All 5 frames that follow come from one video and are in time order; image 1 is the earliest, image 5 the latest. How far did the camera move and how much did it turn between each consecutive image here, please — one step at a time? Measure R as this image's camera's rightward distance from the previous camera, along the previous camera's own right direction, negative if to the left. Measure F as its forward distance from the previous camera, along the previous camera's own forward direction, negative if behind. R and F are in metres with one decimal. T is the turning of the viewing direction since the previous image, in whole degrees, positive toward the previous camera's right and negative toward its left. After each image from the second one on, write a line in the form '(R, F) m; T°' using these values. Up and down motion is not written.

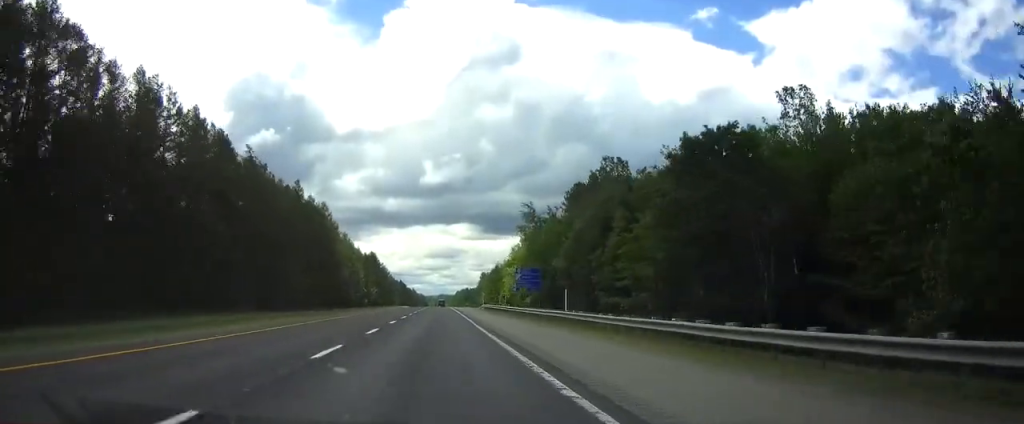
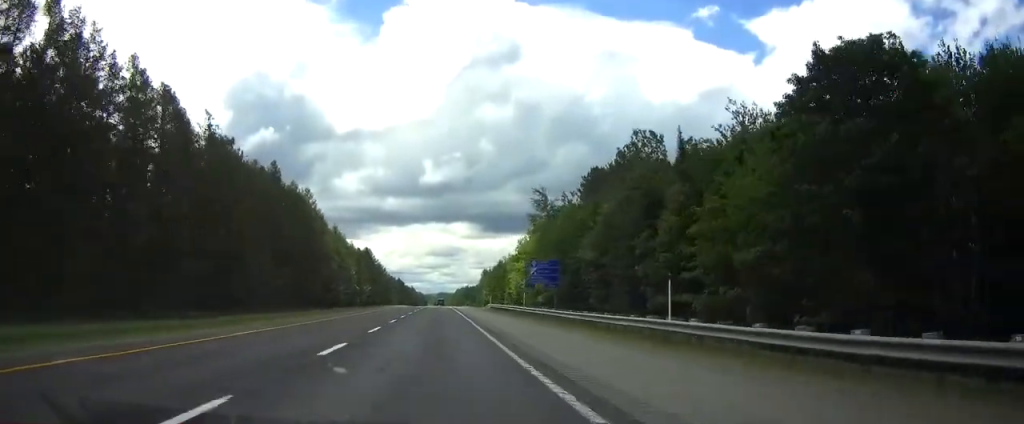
(0.0, +16.8) m; 0°
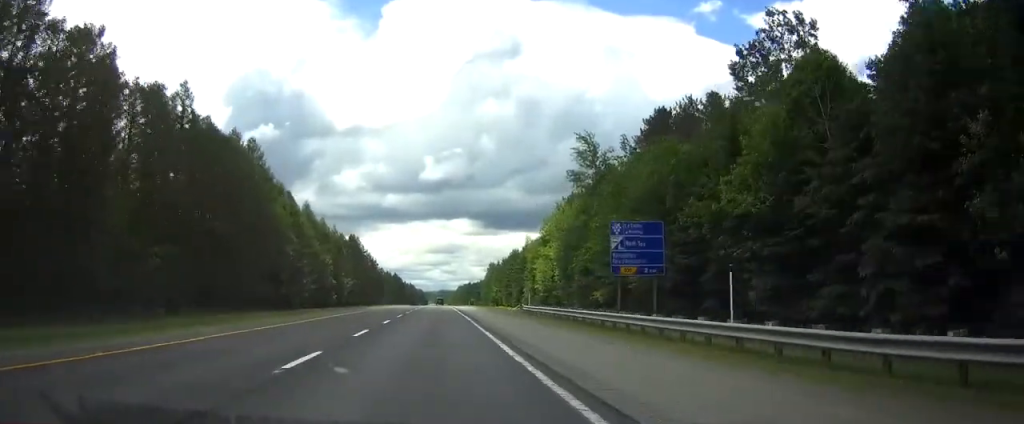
(-0.1, +38.6) m; 0°
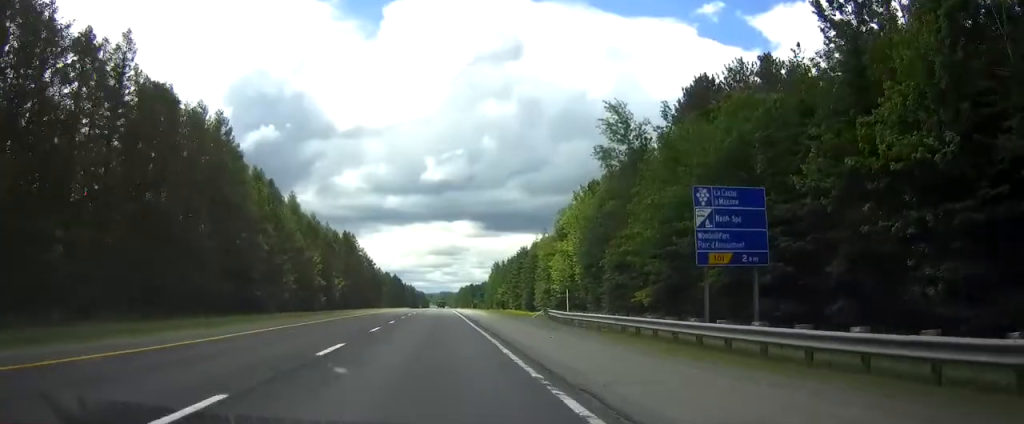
(0.0, +14.6) m; 0°
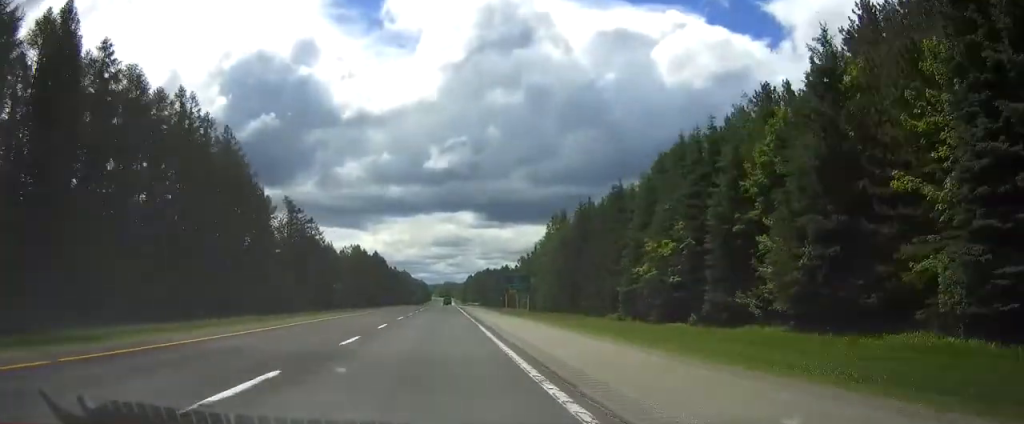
(-0.5, +132.6) m; 0°
